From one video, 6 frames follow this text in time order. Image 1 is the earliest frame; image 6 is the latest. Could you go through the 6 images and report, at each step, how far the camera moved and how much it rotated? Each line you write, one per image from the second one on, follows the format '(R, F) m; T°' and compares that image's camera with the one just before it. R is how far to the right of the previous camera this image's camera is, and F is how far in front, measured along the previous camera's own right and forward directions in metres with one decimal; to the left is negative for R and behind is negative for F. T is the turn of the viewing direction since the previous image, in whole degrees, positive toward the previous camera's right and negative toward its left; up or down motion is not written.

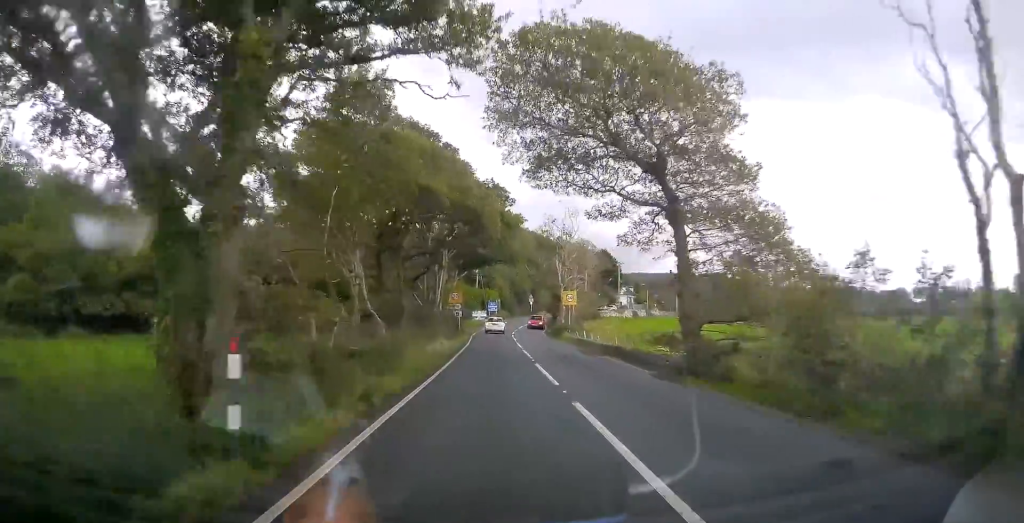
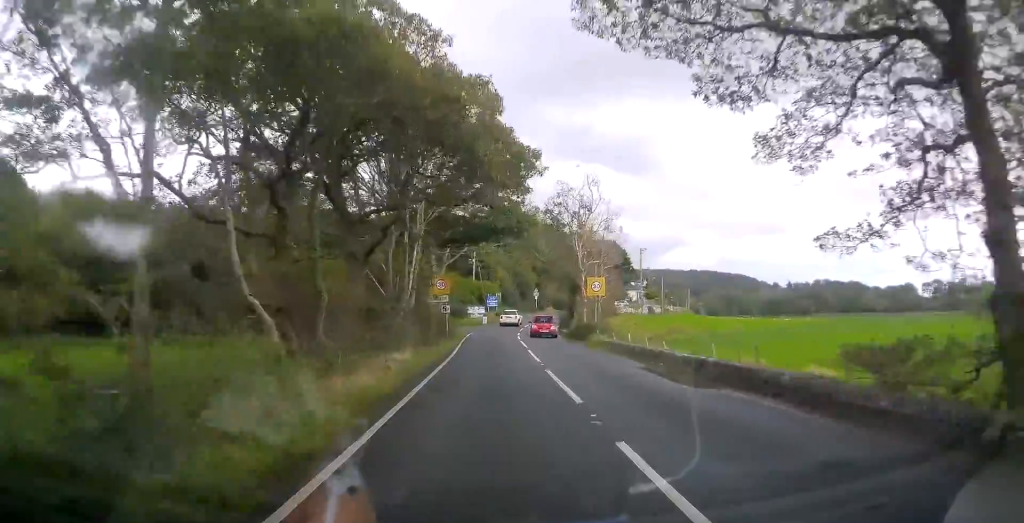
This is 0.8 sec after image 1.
(-0.1, +12.9) m; 0°
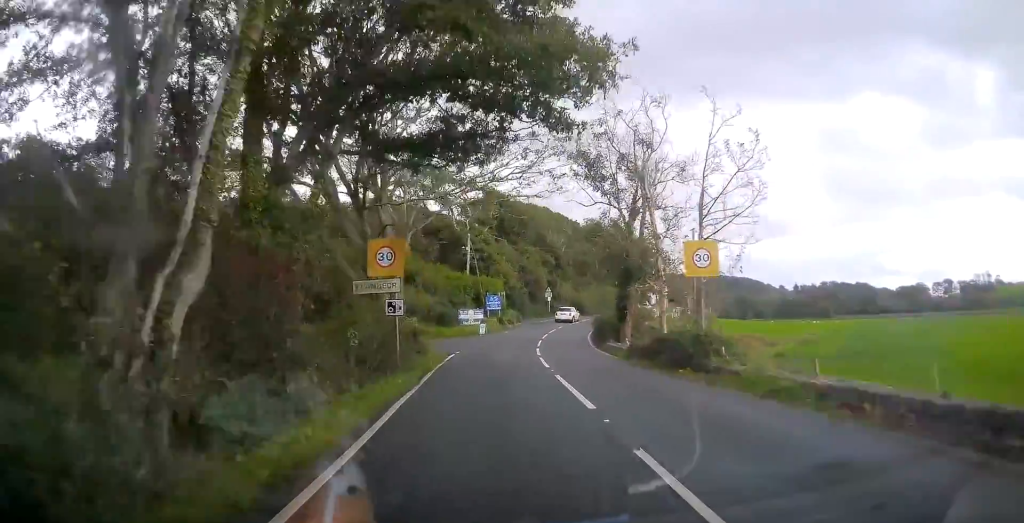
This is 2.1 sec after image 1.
(0.0, +18.9) m; 0°
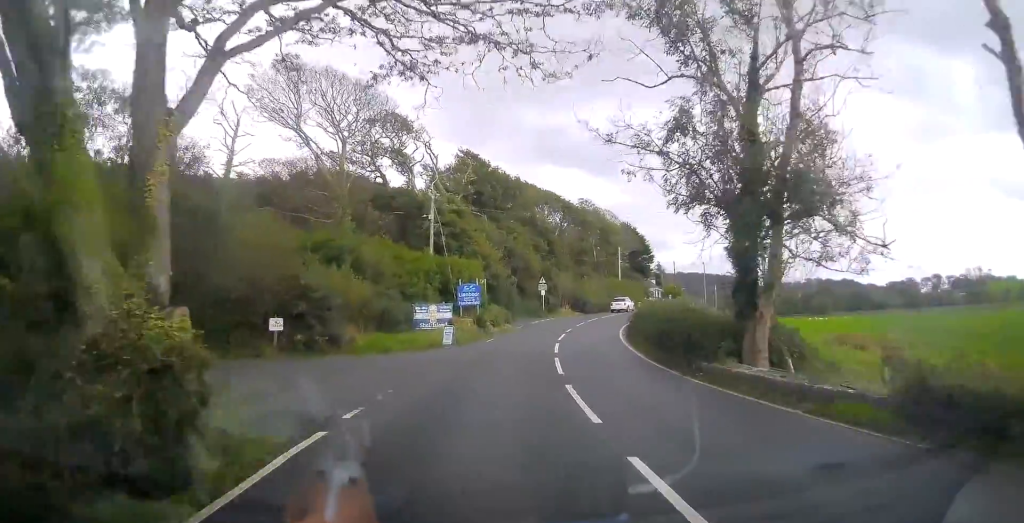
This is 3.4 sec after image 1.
(-0.1, +17.0) m; +1°
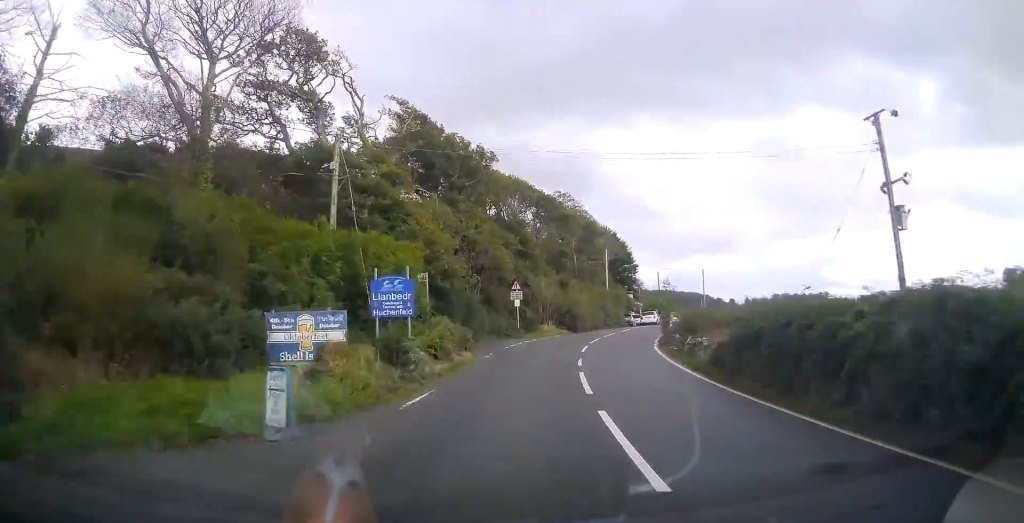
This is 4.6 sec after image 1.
(+0.5, +15.8) m; +4°
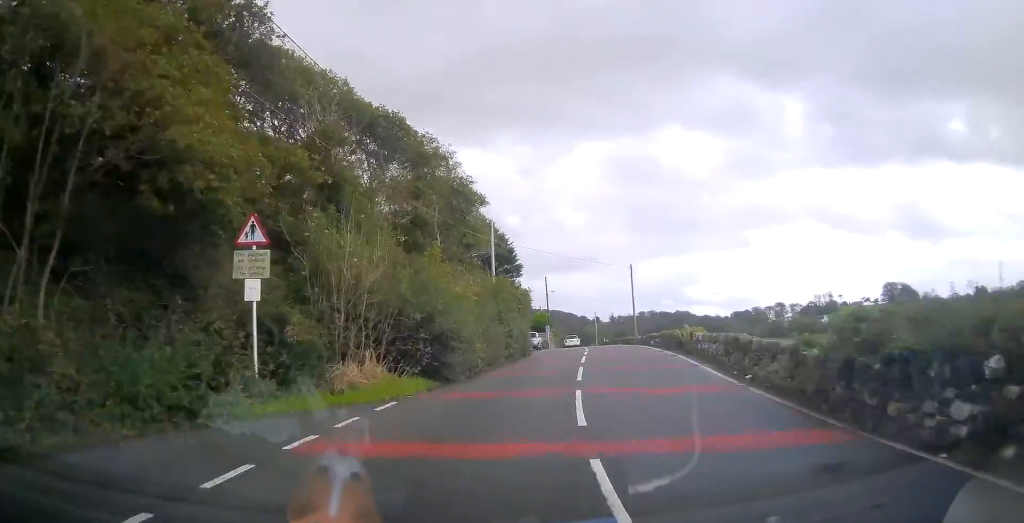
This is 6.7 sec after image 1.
(+2.3, +26.7) m; +11°
